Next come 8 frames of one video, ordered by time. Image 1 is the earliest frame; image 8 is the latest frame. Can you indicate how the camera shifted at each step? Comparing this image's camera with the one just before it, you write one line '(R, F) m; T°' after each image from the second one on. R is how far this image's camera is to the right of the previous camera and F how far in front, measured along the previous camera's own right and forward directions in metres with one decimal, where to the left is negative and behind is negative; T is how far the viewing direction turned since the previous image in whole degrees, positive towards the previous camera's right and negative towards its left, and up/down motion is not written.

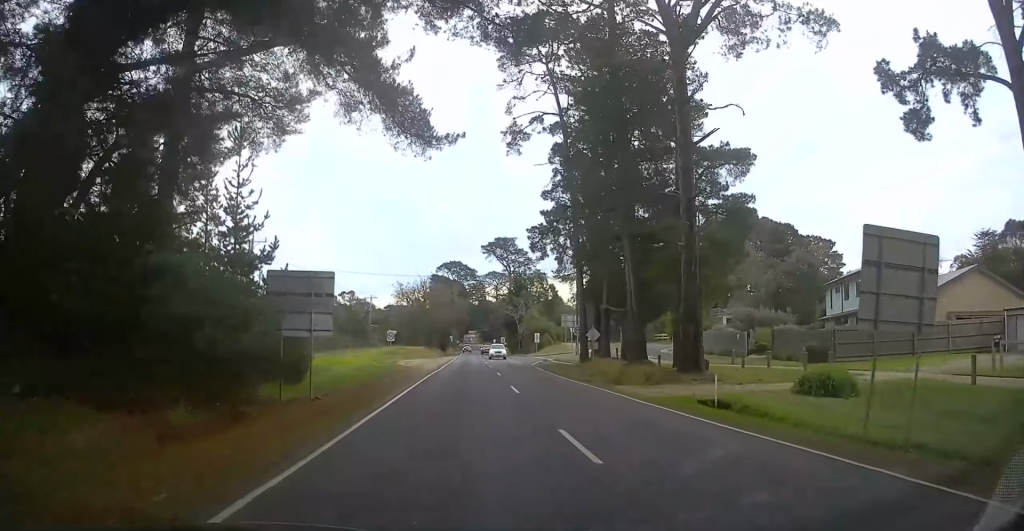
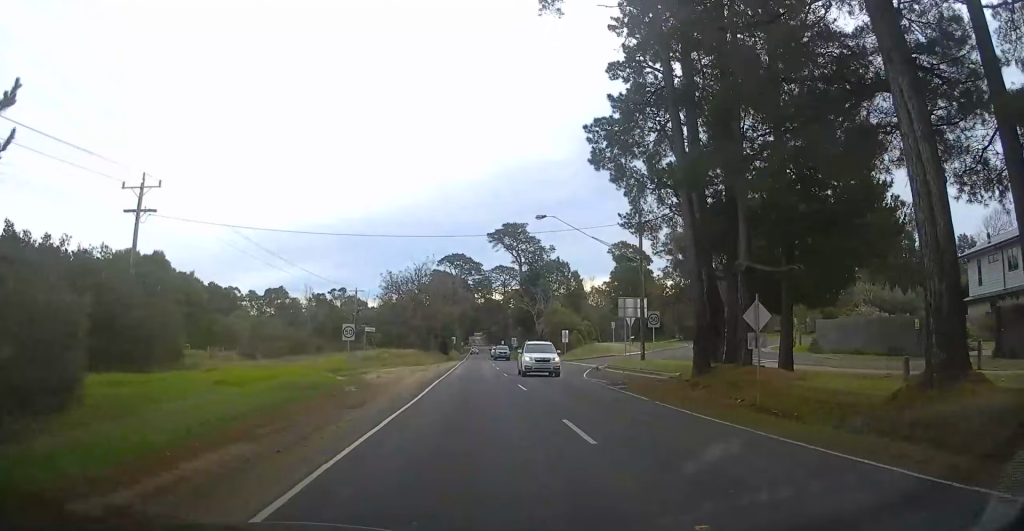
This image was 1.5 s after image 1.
(0.0, +21.1) m; -1°
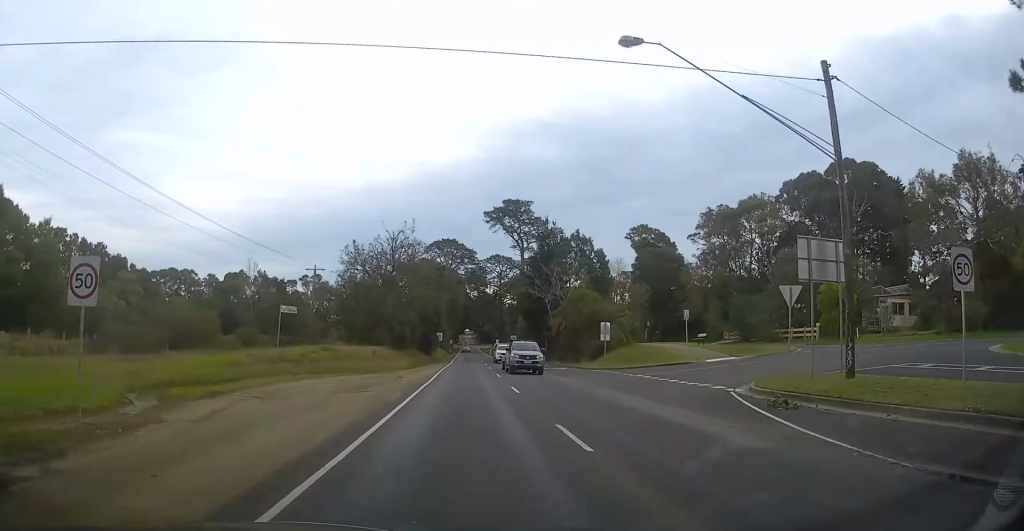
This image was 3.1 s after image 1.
(-0.1, +22.7) m; +1°
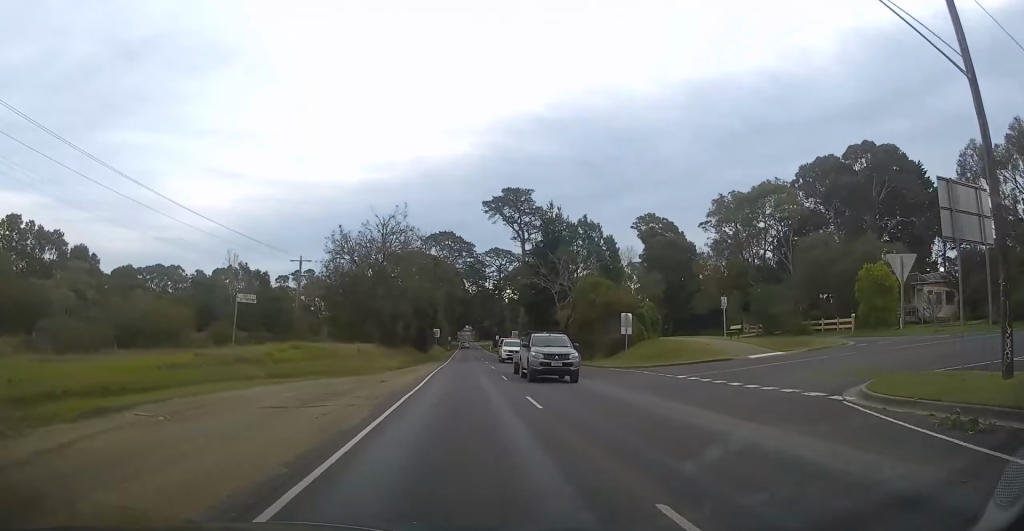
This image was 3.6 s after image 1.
(+0.2, +6.4) m; 0°
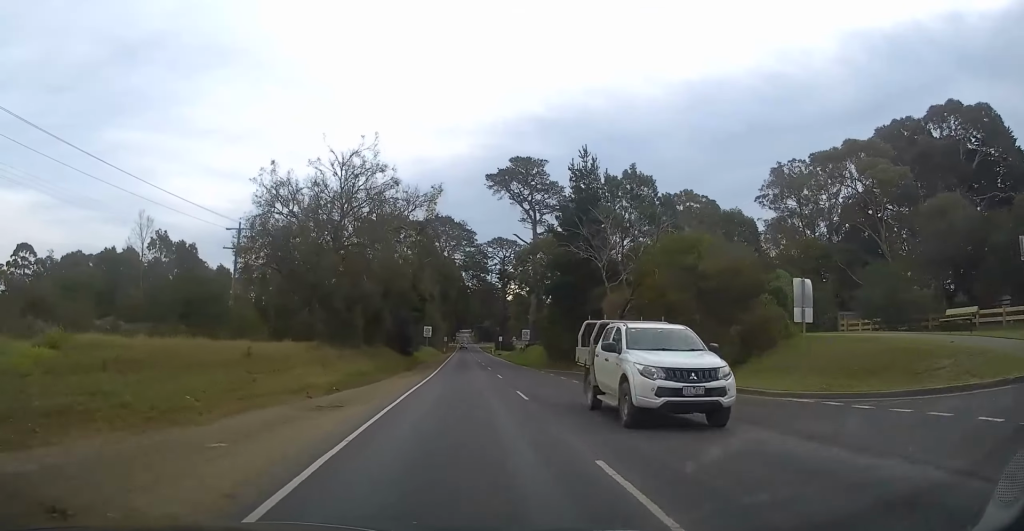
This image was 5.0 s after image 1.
(-0.1, +20.3) m; -1°
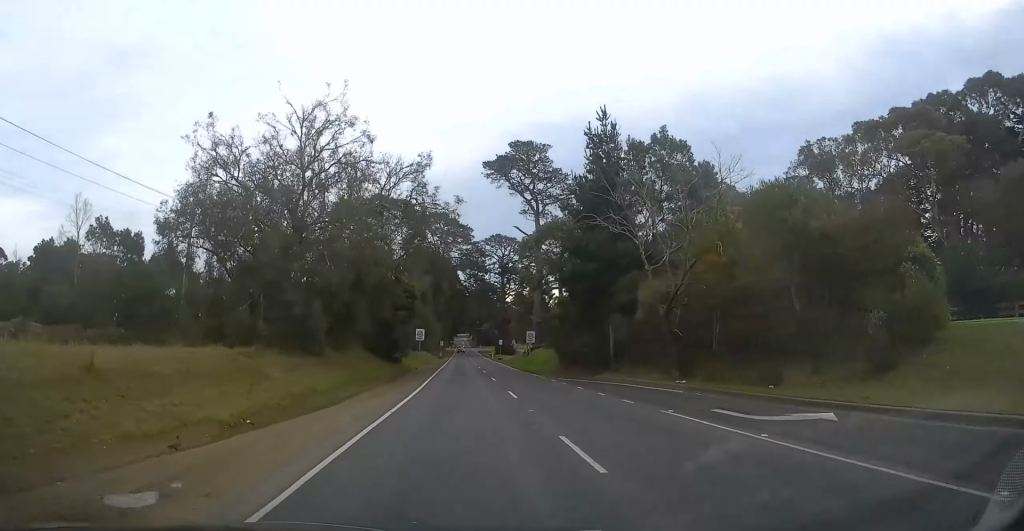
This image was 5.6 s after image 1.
(0.0, +9.0) m; +1°
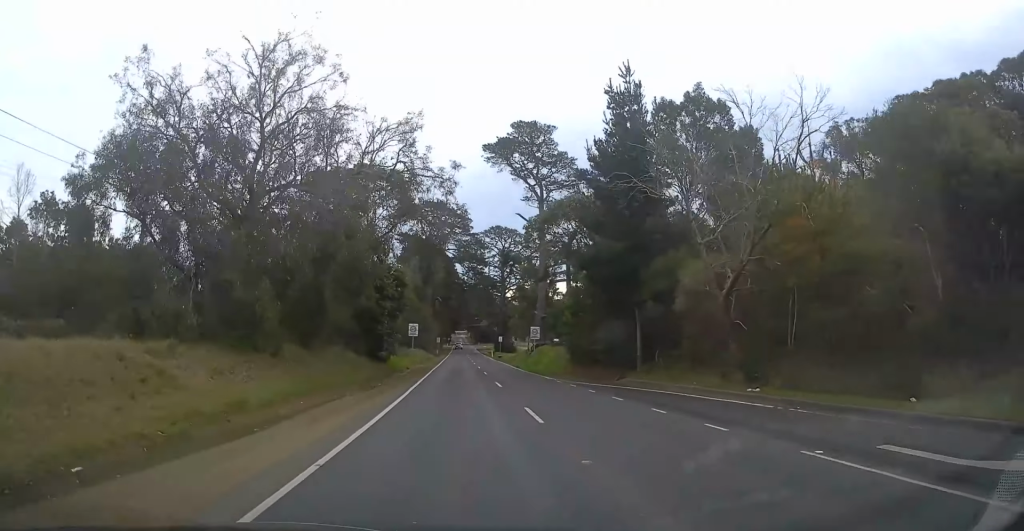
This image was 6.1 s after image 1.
(0.0, +6.6) m; 0°
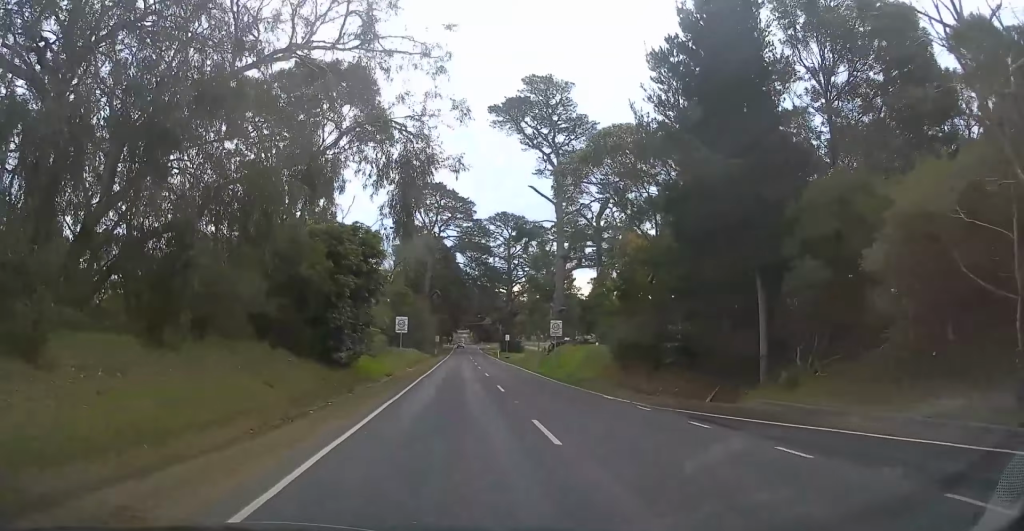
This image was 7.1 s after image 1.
(+0.1, +13.5) m; 0°
